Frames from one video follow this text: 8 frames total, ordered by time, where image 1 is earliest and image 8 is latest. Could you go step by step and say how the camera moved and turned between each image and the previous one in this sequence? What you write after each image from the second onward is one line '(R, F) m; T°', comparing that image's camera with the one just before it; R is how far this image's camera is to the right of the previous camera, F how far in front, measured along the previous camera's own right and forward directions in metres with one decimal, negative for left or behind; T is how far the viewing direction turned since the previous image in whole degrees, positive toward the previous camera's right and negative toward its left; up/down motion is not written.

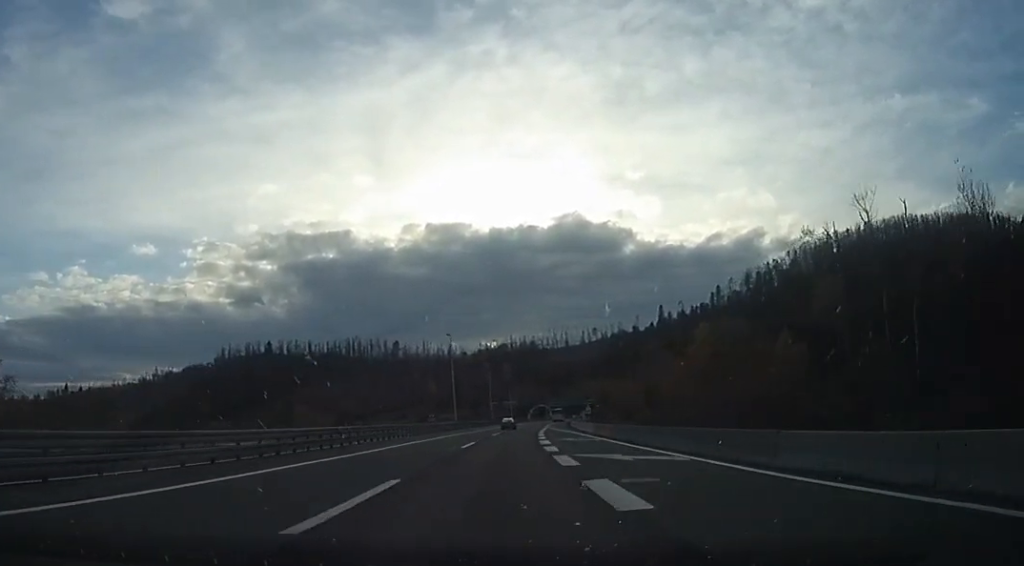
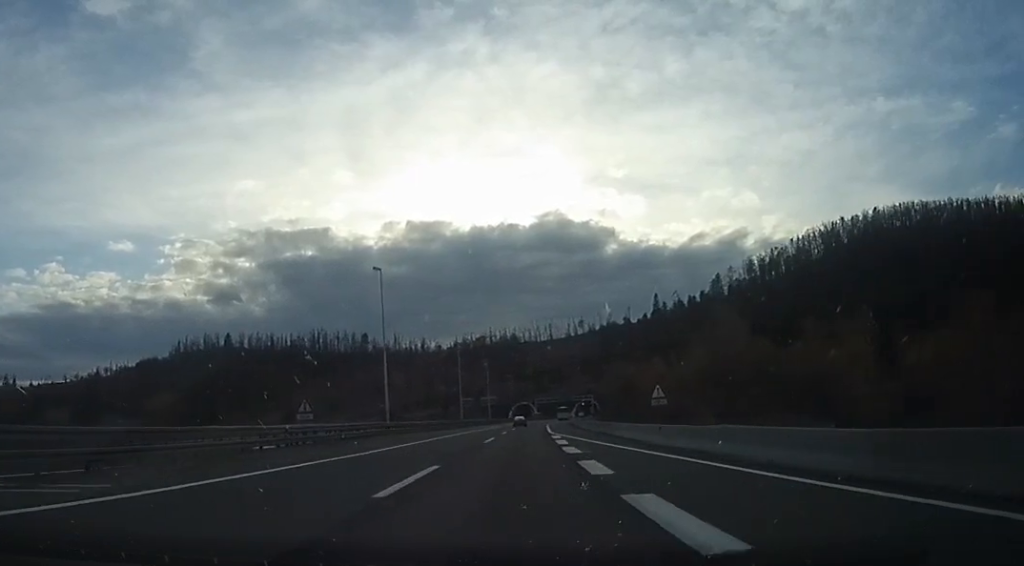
(-0.3, +40.8) m; +1°
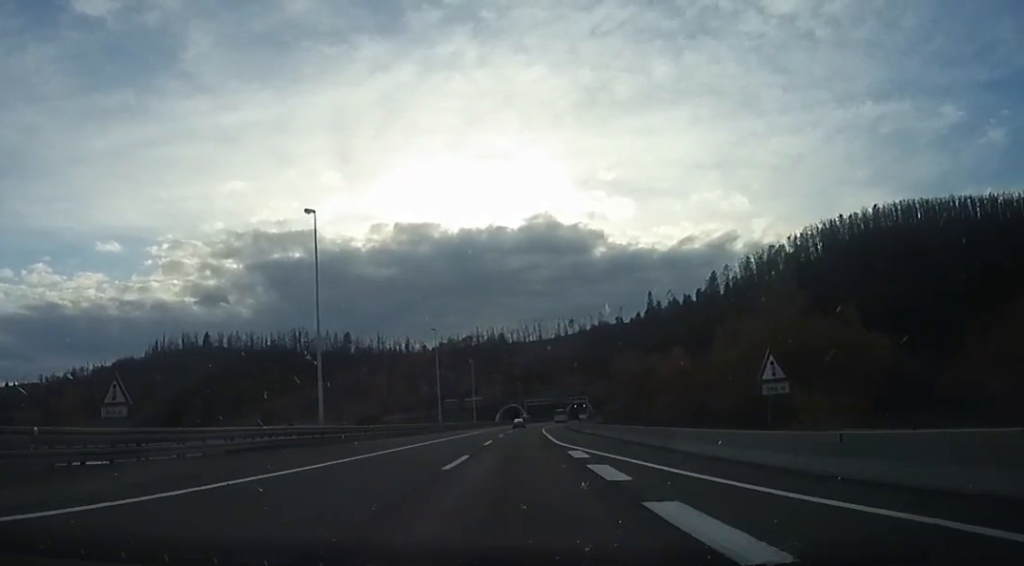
(+0.7, +15.8) m; +1°
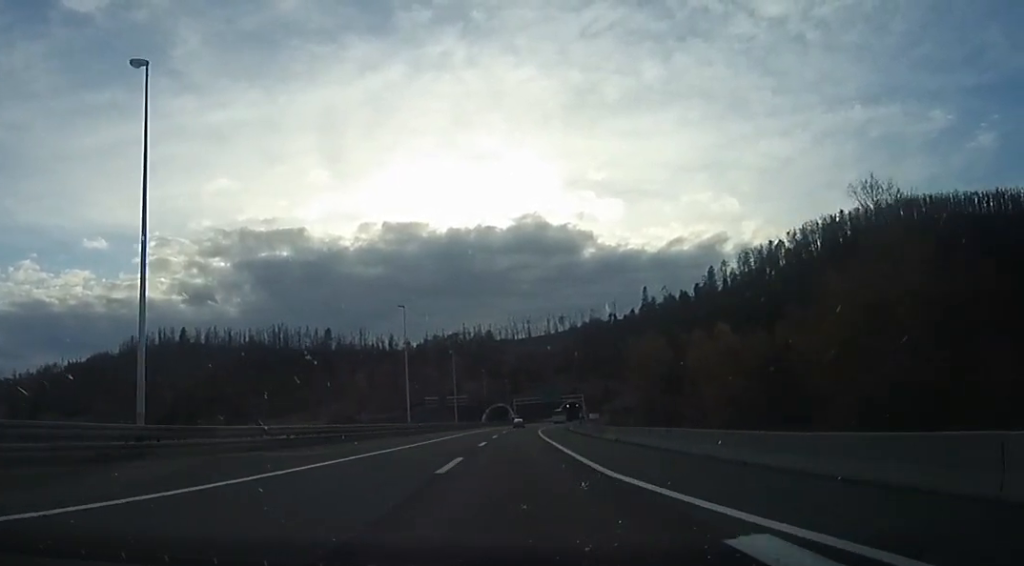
(+0.3, +17.7) m; +1°
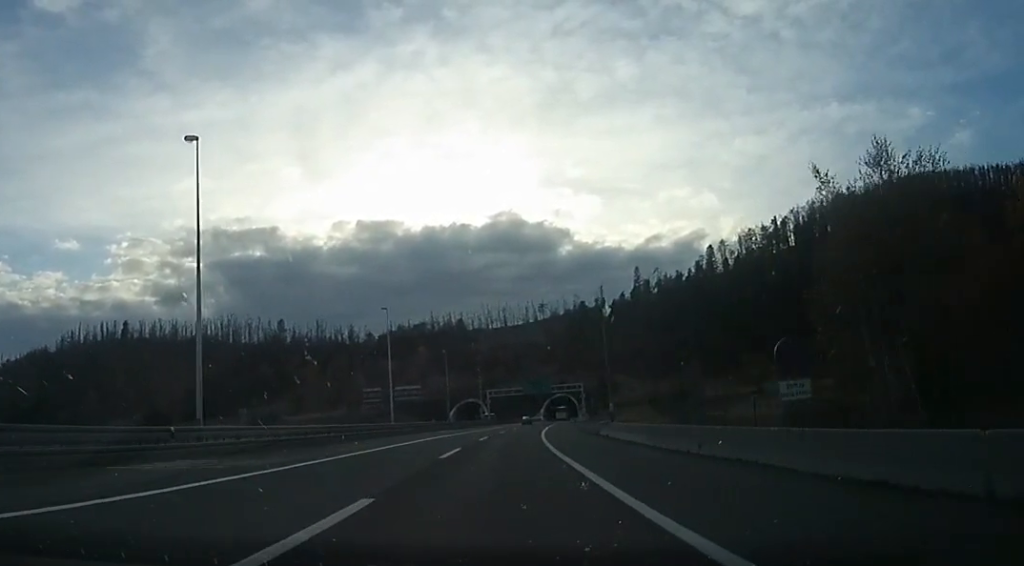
(+0.1, +43.5) m; +3°
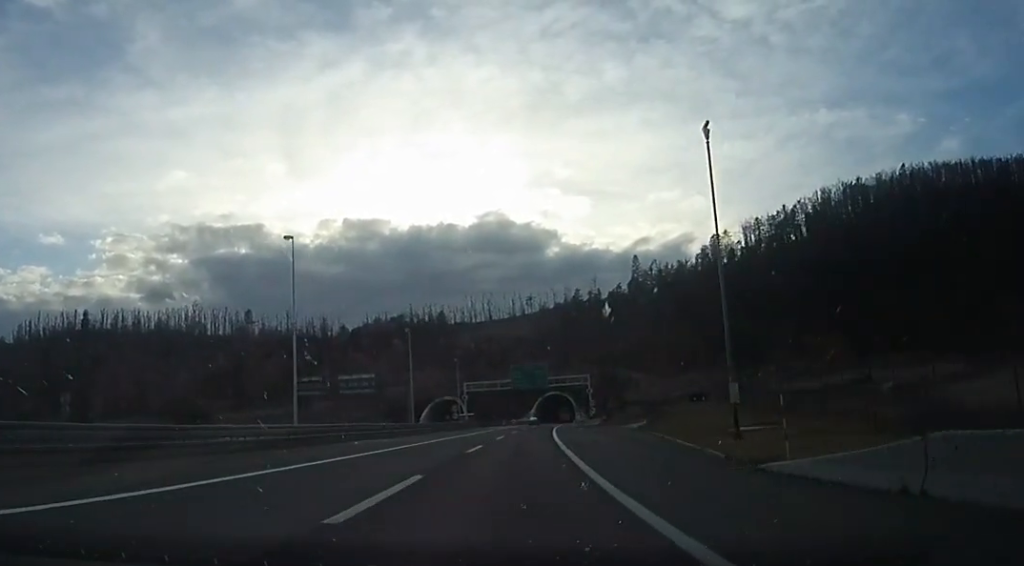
(+1.2, +28.1) m; +1°
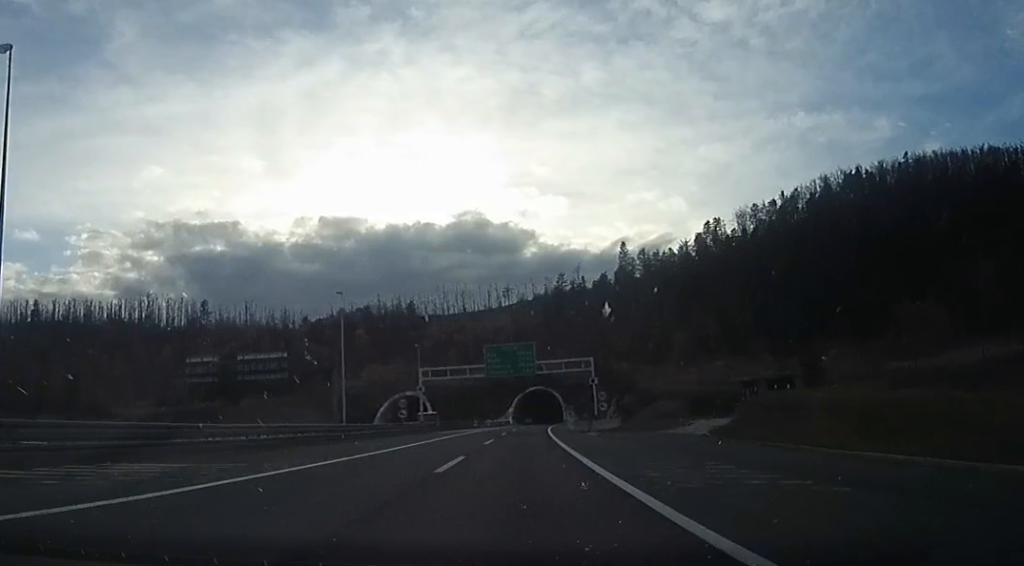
(-0.4, +25.3) m; 0°
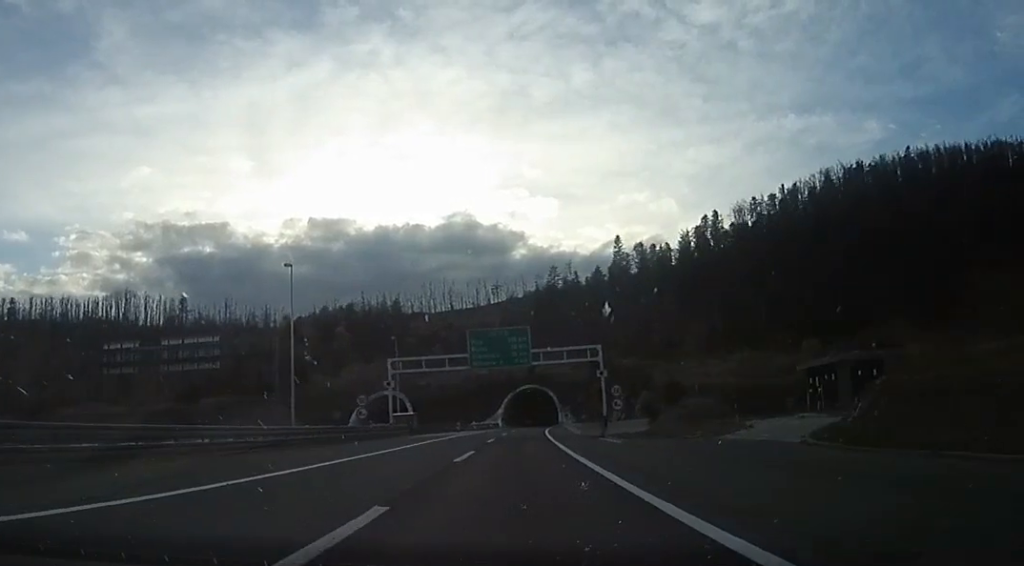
(-0.8, +12.0) m; 0°
